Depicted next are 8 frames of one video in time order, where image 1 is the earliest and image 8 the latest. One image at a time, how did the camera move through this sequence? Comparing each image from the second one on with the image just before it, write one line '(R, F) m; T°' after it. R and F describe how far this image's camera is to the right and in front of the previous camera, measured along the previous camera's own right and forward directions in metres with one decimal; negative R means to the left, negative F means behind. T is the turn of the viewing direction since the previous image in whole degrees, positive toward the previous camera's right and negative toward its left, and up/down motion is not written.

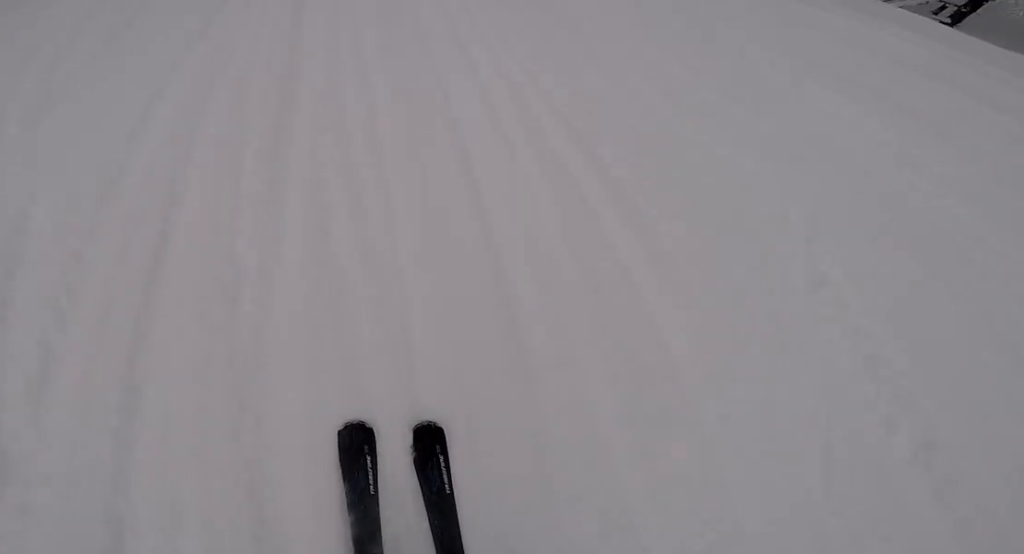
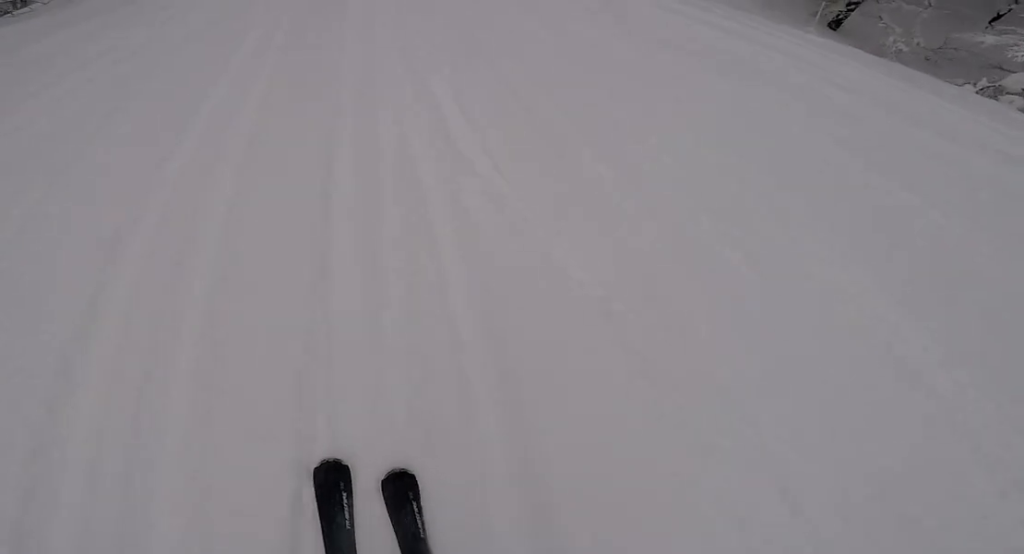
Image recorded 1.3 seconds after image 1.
(+1.0, +13.1) m; +5°
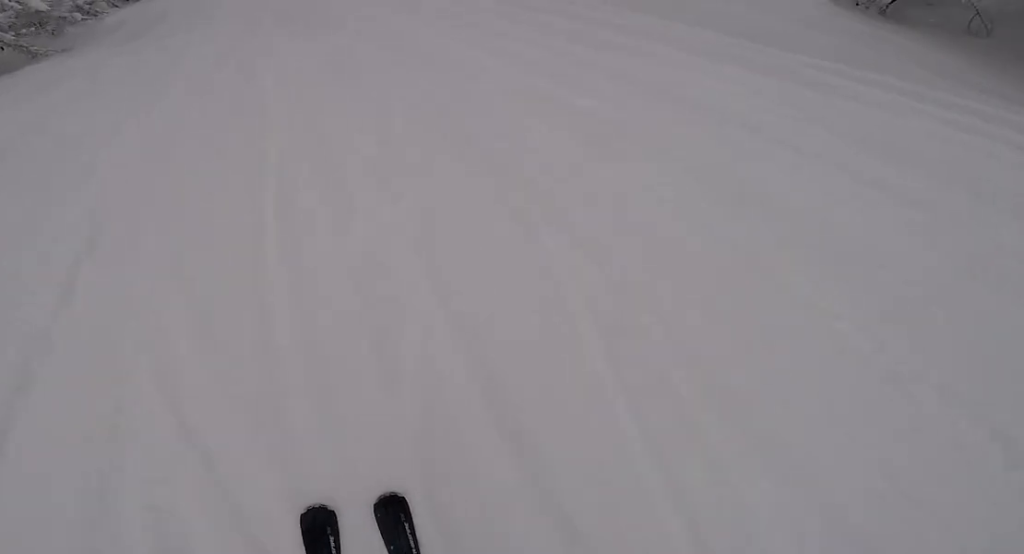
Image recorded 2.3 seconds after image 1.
(-0.1, +10.4) m; -6°
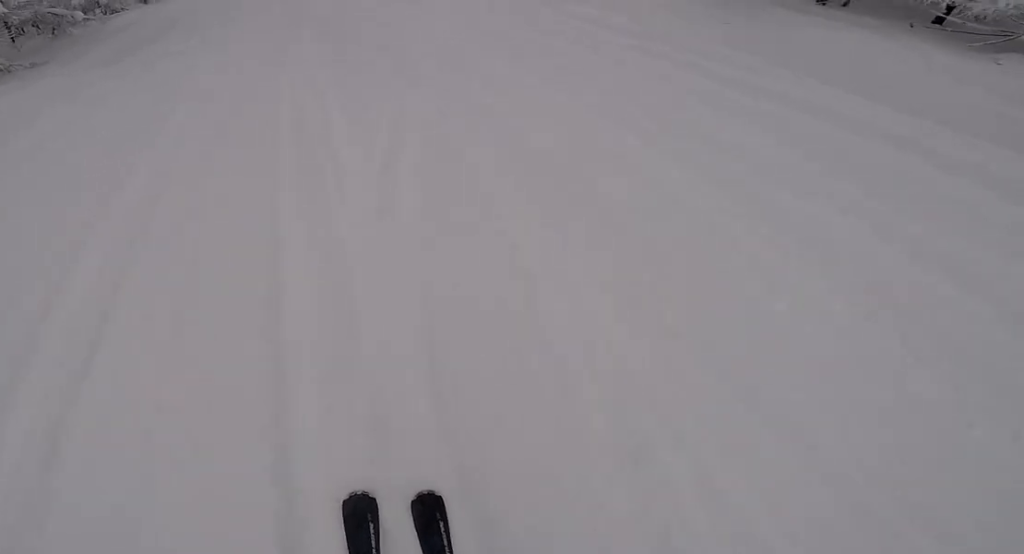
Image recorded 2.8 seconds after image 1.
(-0.8, +4.8) m; -1°
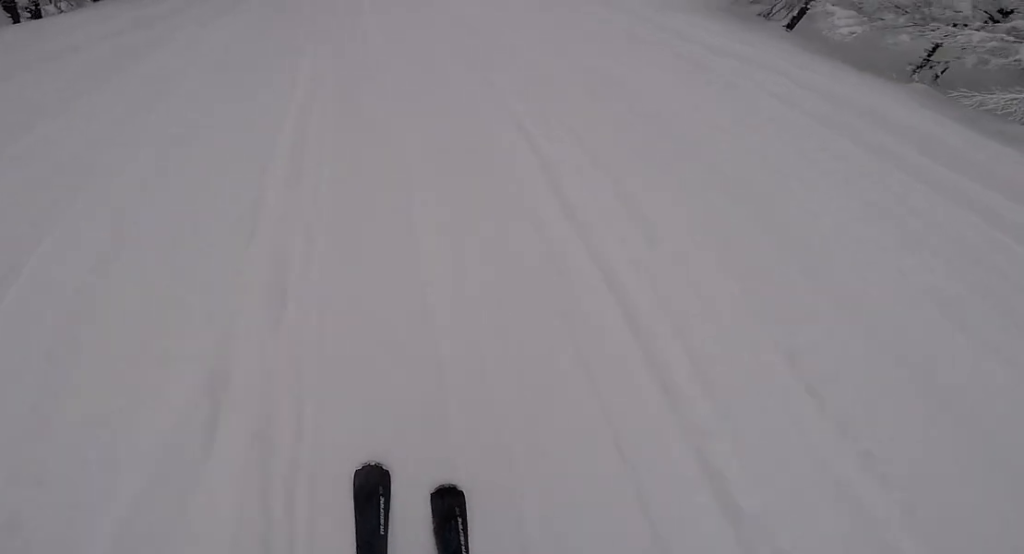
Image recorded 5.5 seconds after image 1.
(+3.5, +27.2) m; +7°
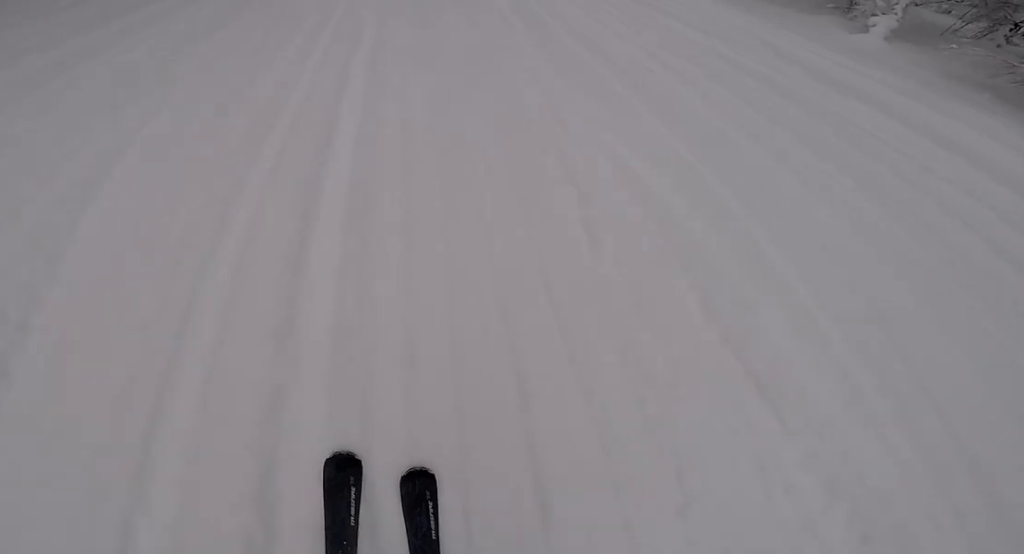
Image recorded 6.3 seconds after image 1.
(-0.4, +8.2) m; -4°
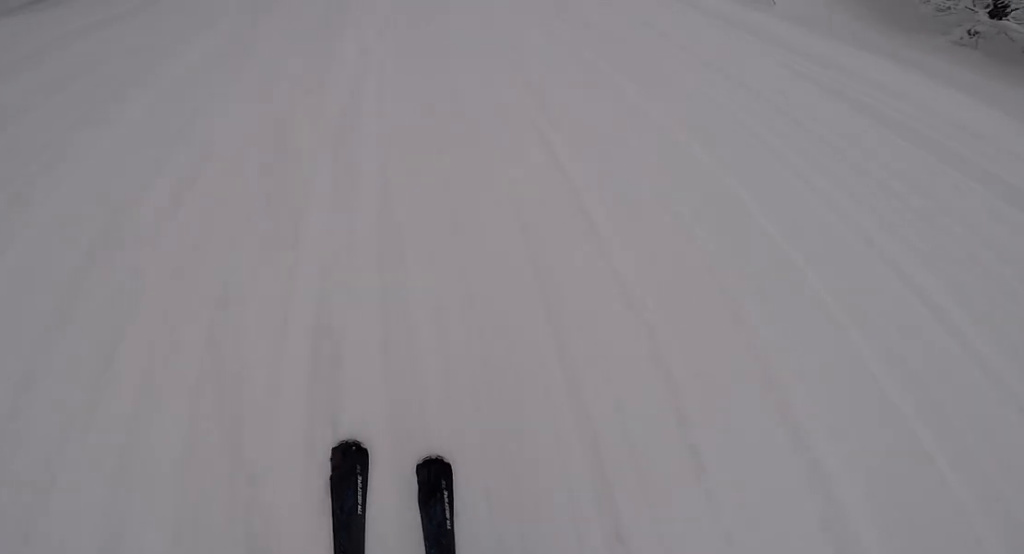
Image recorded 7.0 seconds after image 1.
(-0.6, +7.0) m; +3°
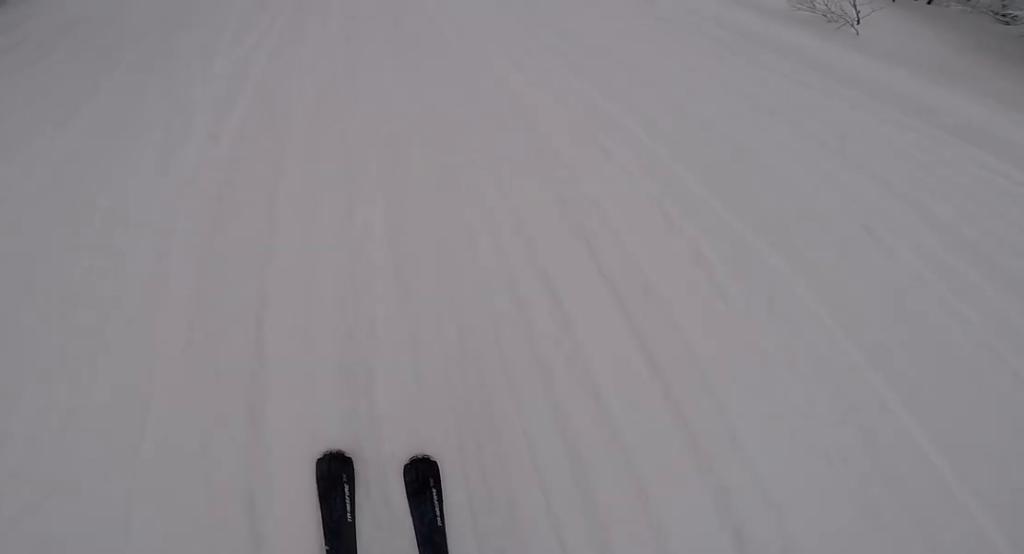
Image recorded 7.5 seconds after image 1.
(+0.6, +4.3) m; 0°
